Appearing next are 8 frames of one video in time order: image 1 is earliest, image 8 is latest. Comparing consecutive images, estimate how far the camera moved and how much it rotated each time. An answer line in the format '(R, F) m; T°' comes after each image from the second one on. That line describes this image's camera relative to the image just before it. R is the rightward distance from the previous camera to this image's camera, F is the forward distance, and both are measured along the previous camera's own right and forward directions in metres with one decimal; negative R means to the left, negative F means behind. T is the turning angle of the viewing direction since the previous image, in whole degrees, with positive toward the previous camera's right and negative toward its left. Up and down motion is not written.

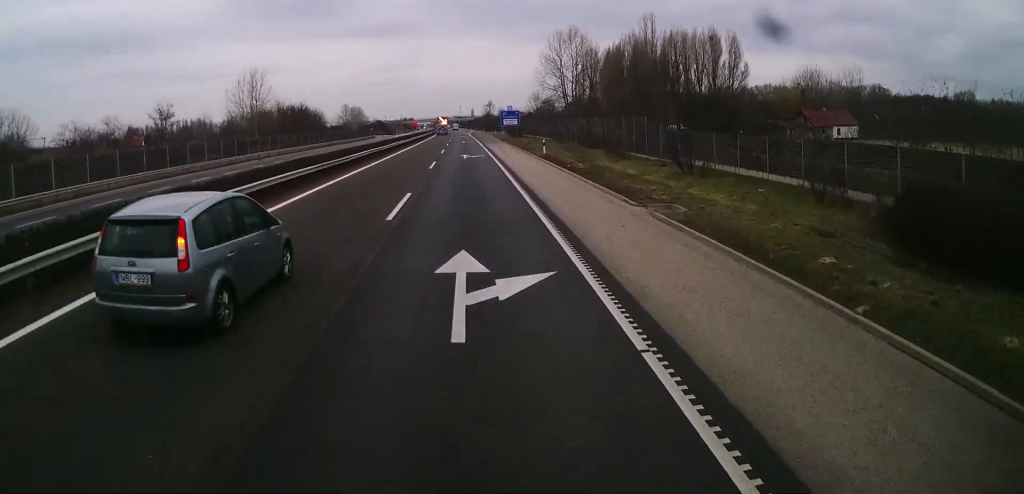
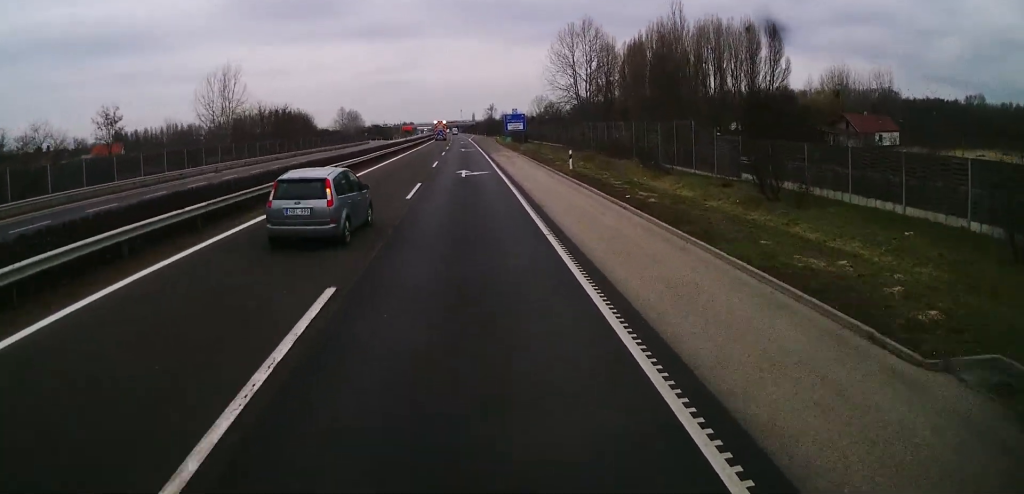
(+0.3, +12.3) m; 0°
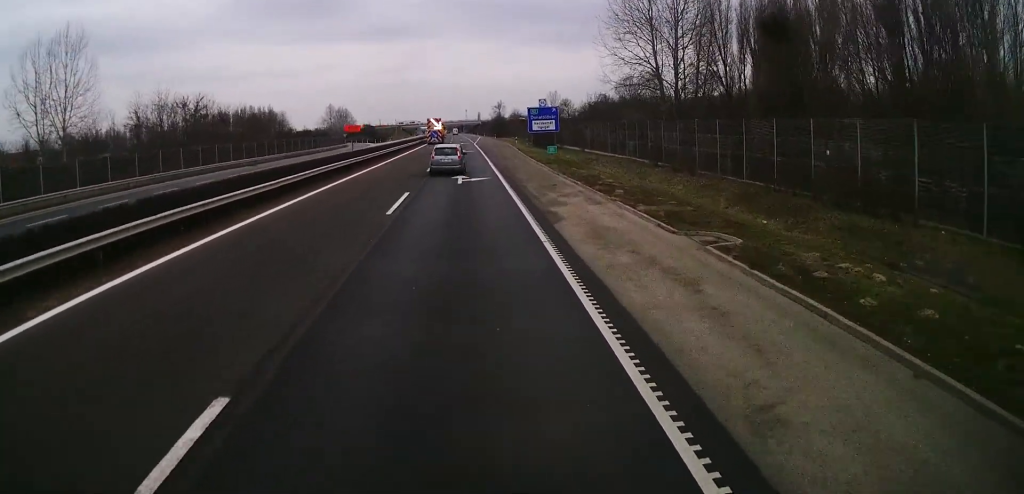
(-0.2, +40.7) m; 0°
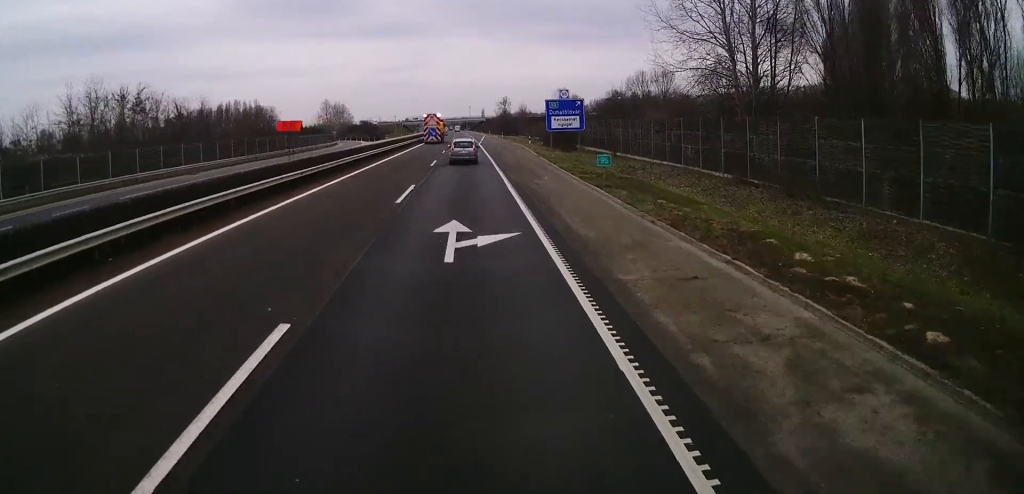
(0.0, +16.1) m; 0°
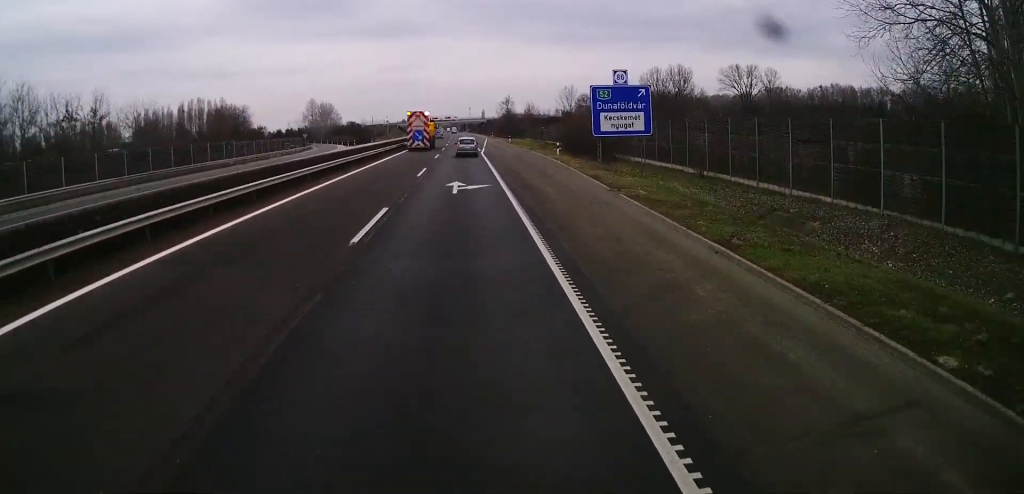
(0.0, +25.4) m; -1°
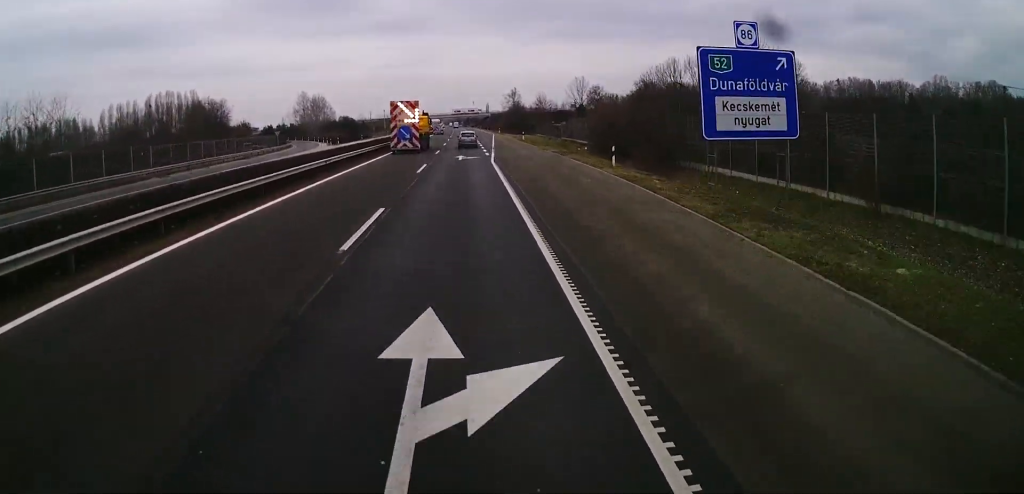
(-0.3, +19.2) m; 0°
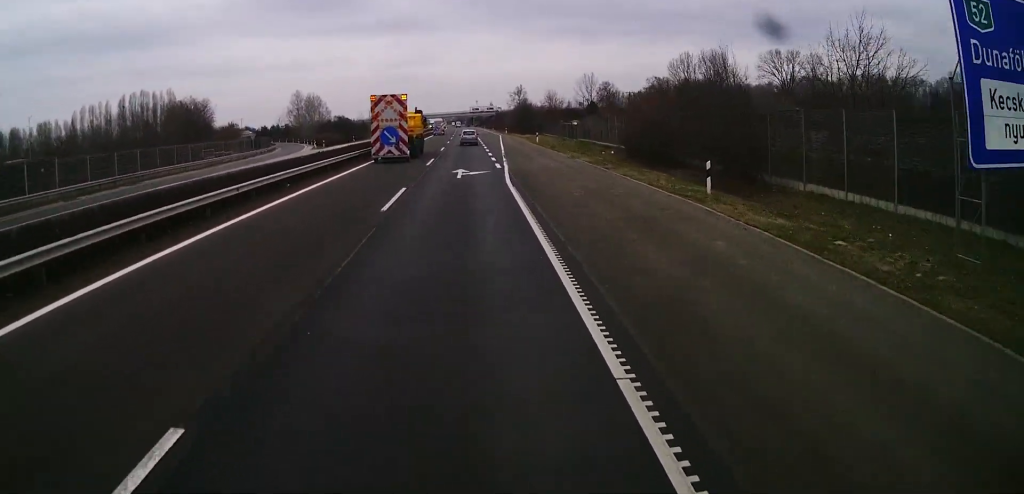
(+0.2, +13.0) m; 0°
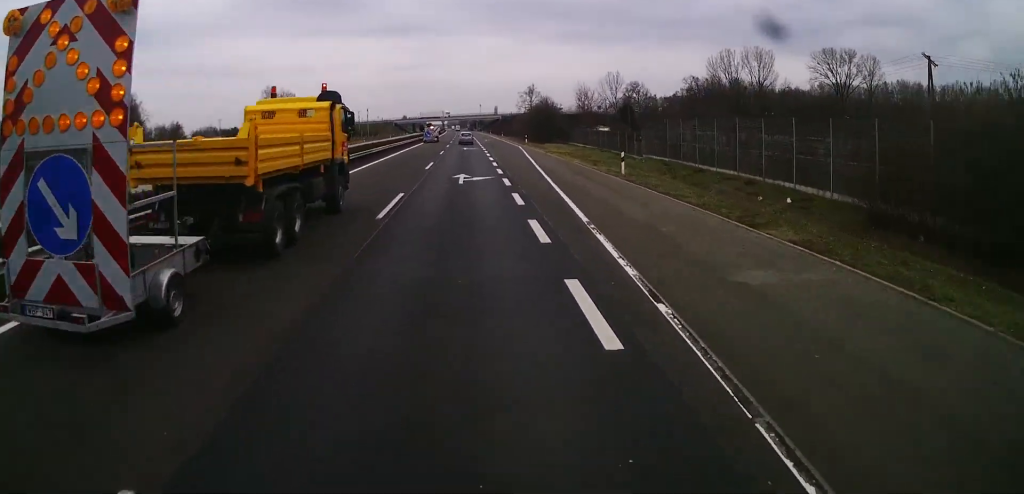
(-0.2, +37.7) m; 0°
